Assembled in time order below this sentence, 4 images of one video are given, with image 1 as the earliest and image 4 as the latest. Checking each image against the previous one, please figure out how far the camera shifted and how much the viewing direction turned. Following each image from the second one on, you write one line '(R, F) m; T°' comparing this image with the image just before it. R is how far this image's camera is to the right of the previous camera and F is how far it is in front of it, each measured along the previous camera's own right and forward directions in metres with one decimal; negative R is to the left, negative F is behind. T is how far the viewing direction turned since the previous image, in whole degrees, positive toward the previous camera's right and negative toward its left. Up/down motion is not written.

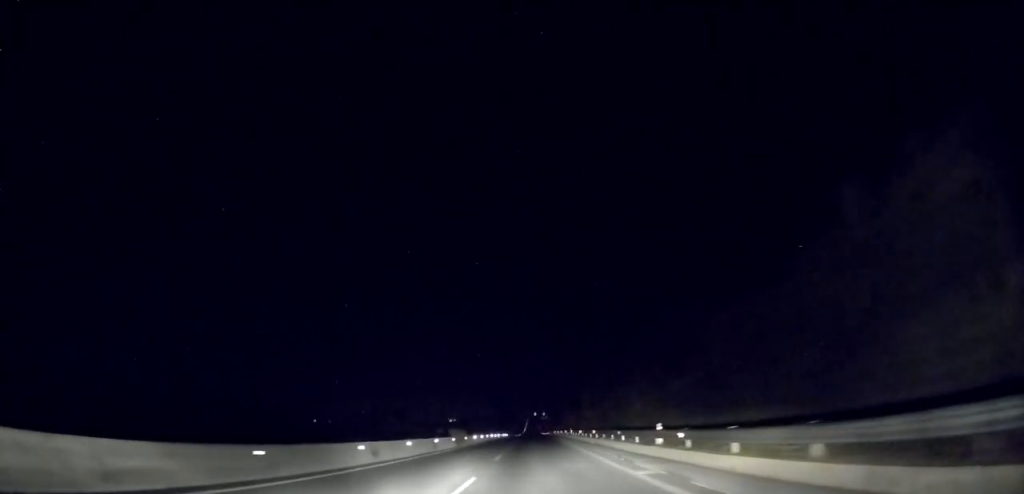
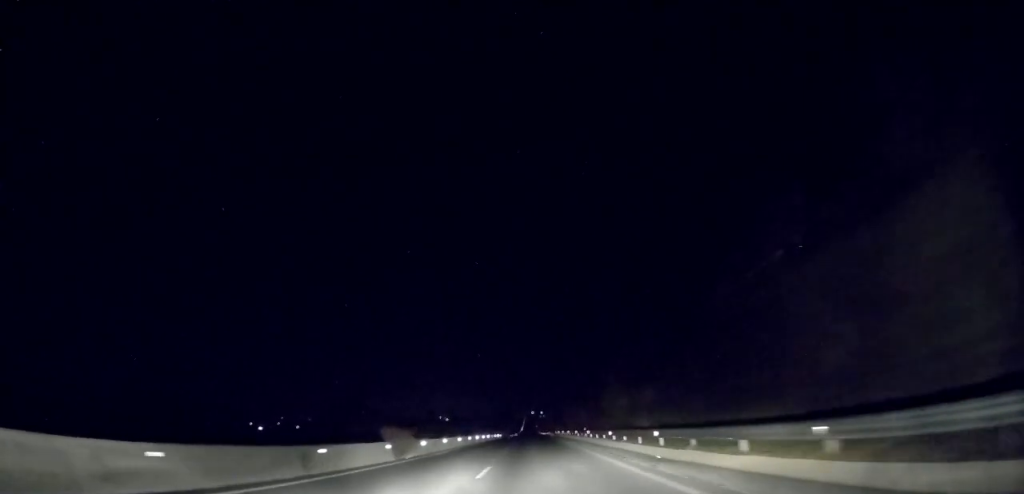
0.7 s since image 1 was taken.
(+0.2, +20.7) m; 0°
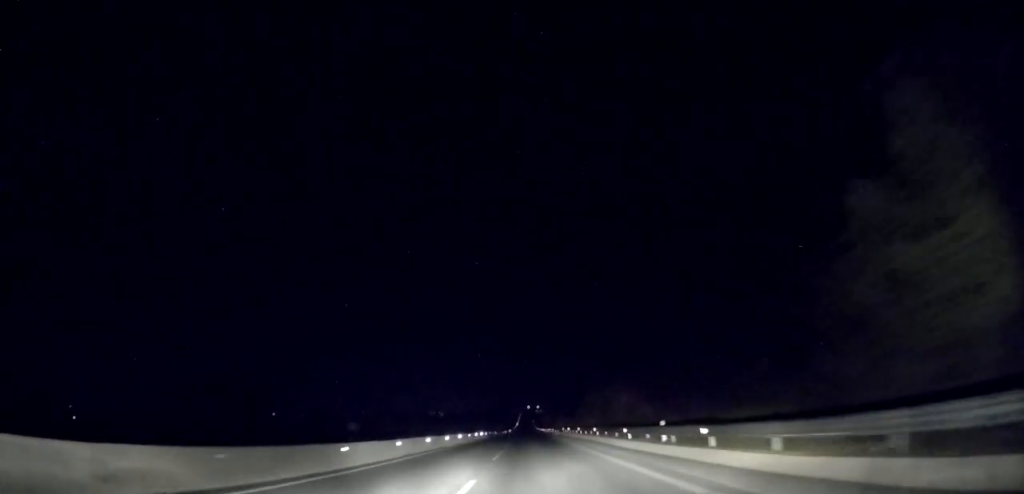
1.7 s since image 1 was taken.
(+0.1, +30.7) m; 0°
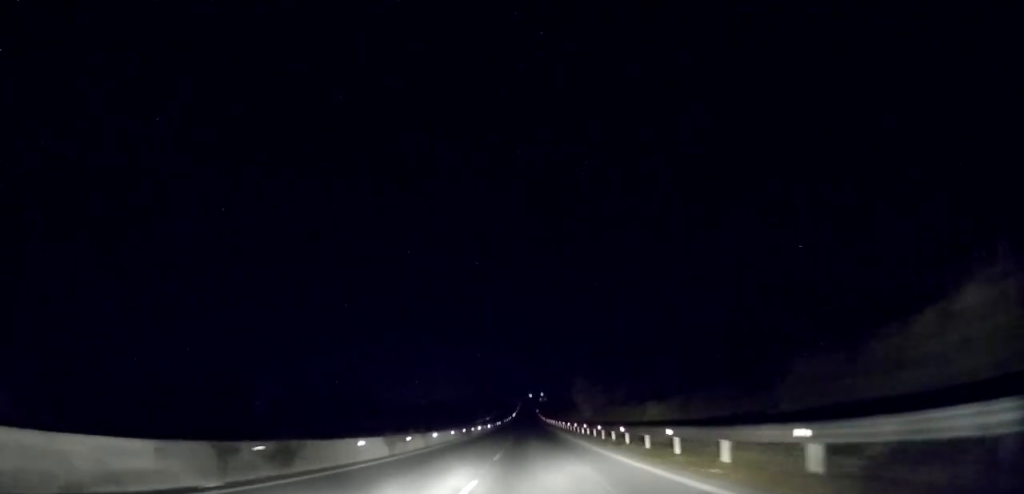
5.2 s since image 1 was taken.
(0.0, +110.2) m; 0°
